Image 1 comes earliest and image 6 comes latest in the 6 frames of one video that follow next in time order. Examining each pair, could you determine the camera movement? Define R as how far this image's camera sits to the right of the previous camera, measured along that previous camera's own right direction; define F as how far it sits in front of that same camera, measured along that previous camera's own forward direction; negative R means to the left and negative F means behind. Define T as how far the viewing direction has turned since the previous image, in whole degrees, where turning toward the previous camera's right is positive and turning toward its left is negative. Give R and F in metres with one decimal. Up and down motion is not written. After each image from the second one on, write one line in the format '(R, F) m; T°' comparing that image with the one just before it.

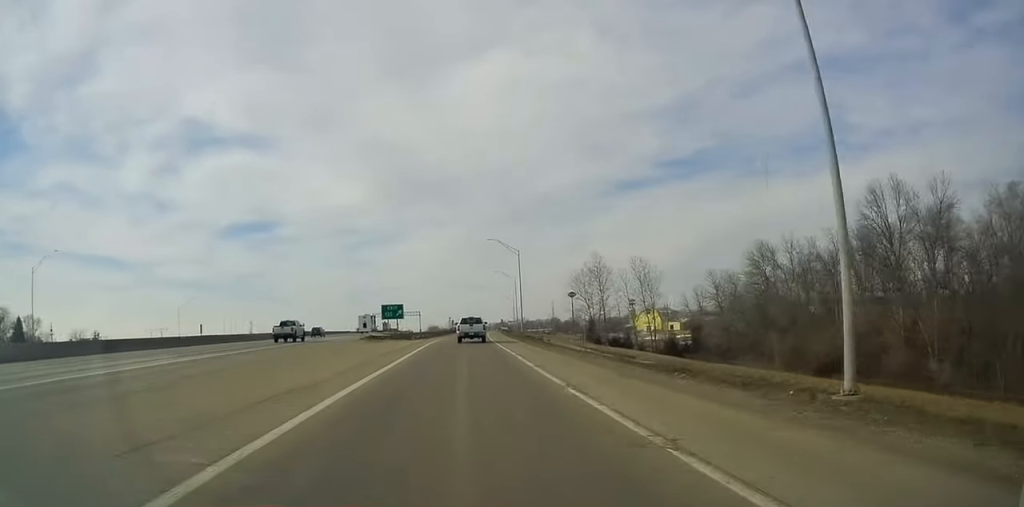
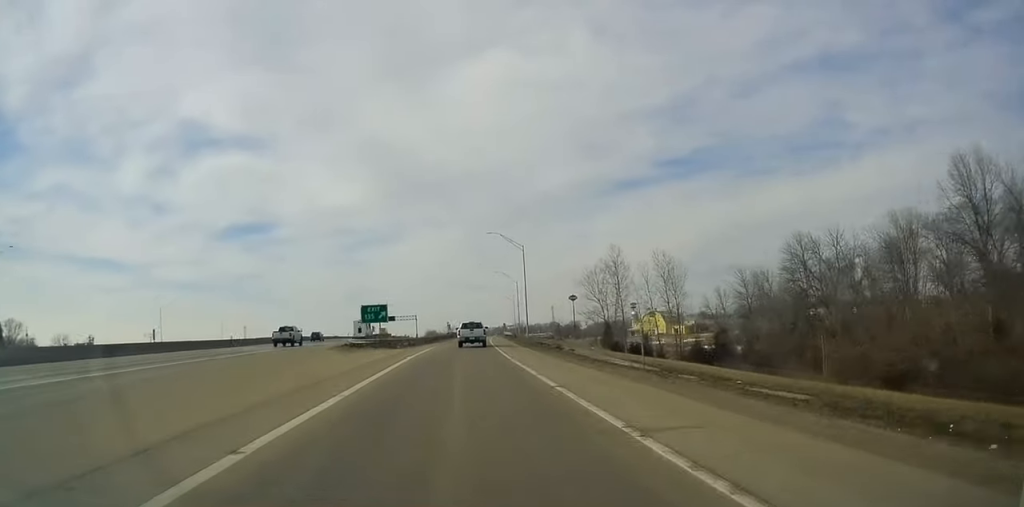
(0.0, +11.0) m; 0°
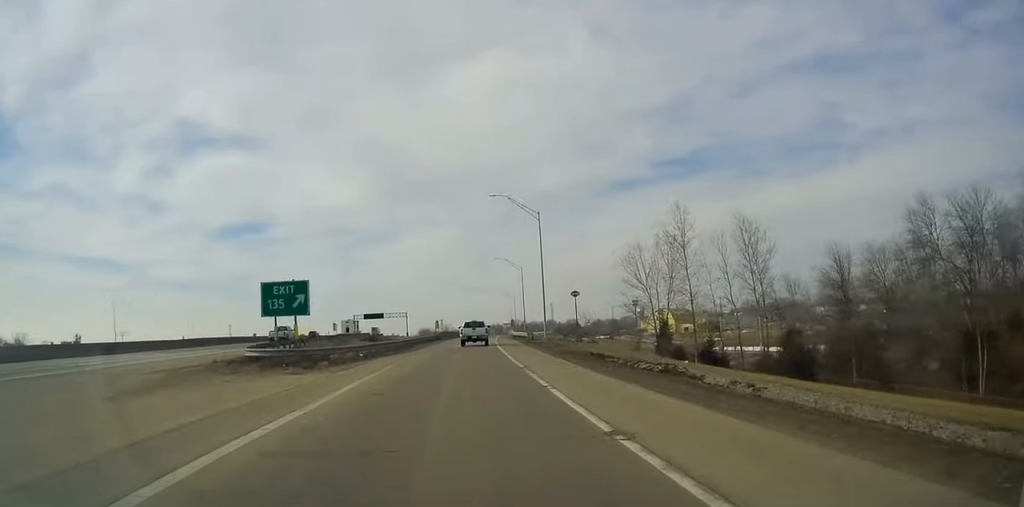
(0.0, +24.5) m; 0°
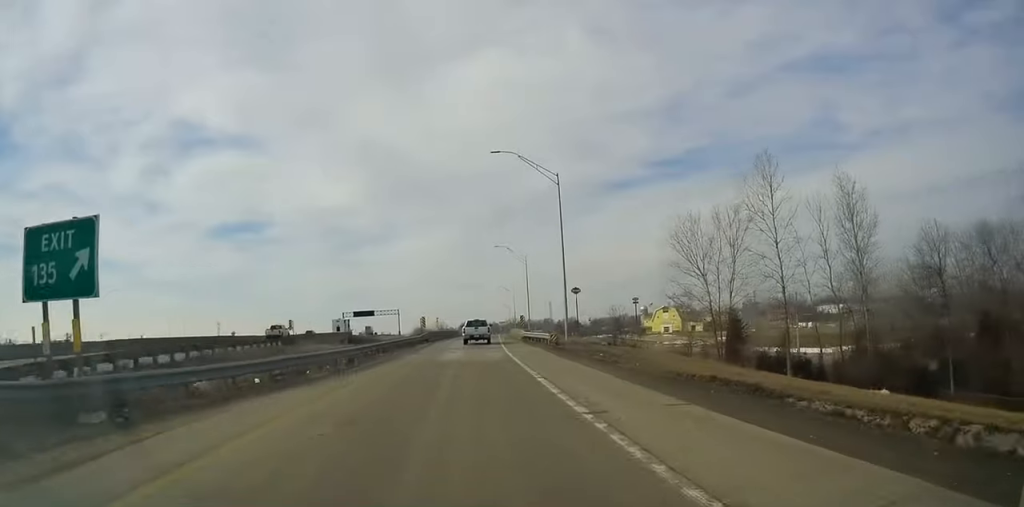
(0.0, +16.4) m; 0°
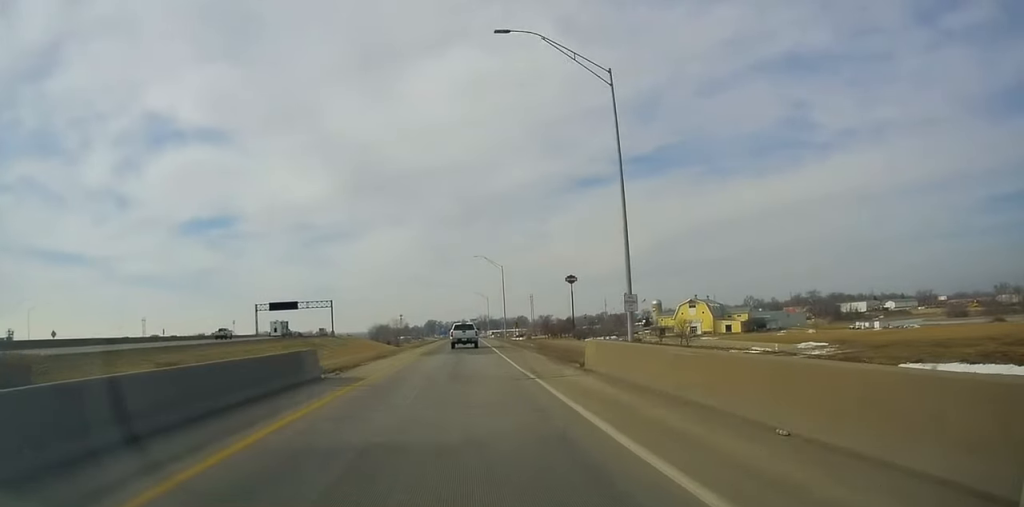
(+1.0, +76.8) m; +3°
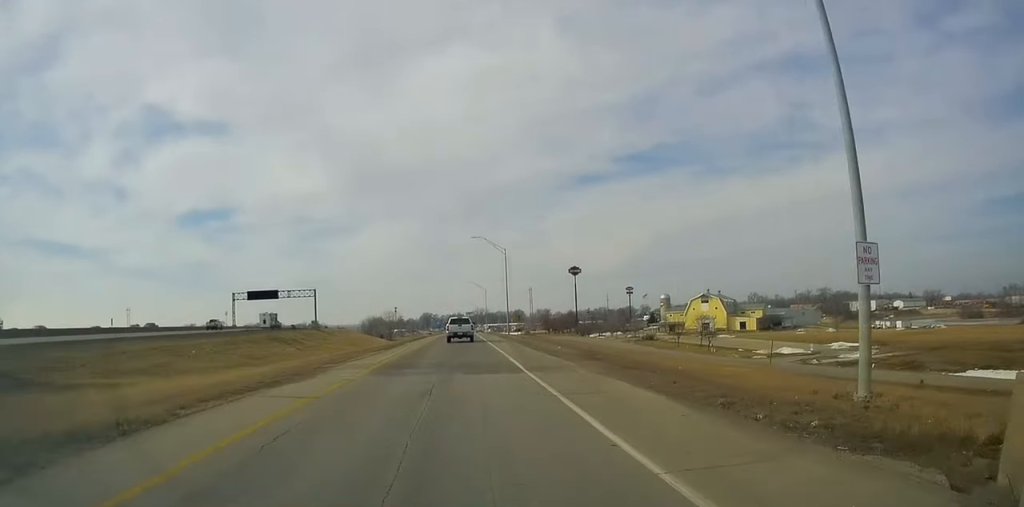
(+0.1, +16.6) m; 0°
